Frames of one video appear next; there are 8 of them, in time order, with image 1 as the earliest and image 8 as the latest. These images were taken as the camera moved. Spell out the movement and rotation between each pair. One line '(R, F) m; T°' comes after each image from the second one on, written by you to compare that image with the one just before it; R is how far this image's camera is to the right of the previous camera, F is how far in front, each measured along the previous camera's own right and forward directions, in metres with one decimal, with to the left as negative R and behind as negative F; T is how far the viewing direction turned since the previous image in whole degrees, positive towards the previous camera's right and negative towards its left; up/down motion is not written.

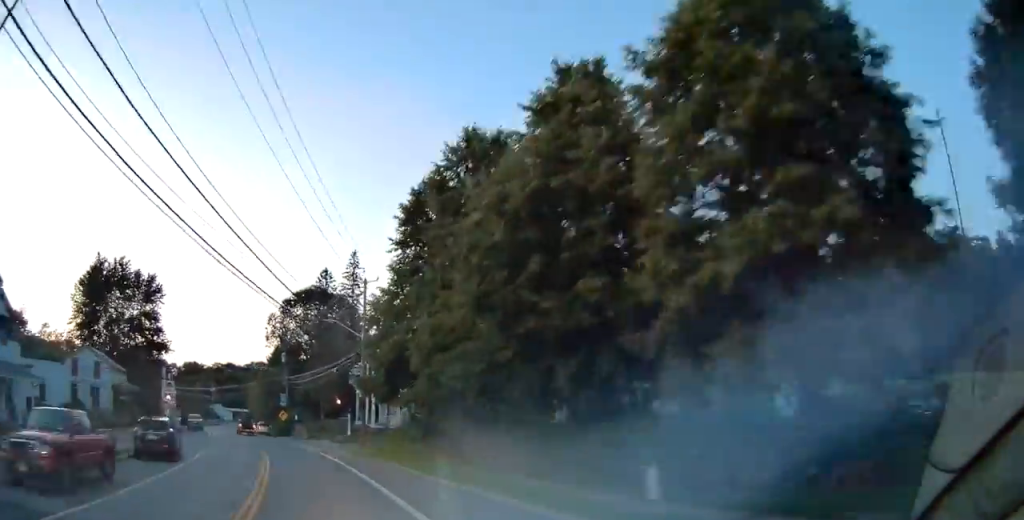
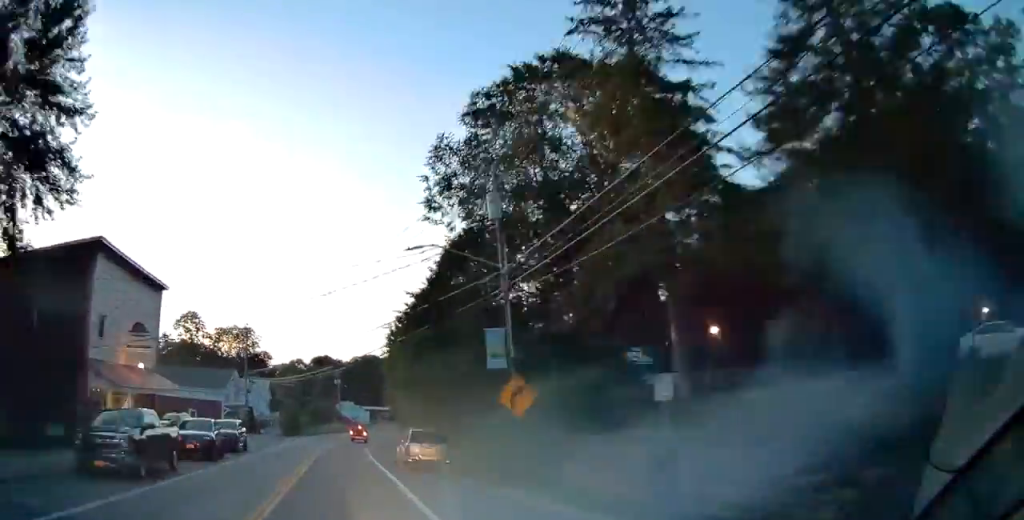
(-5.3, +54.9) m; -6°
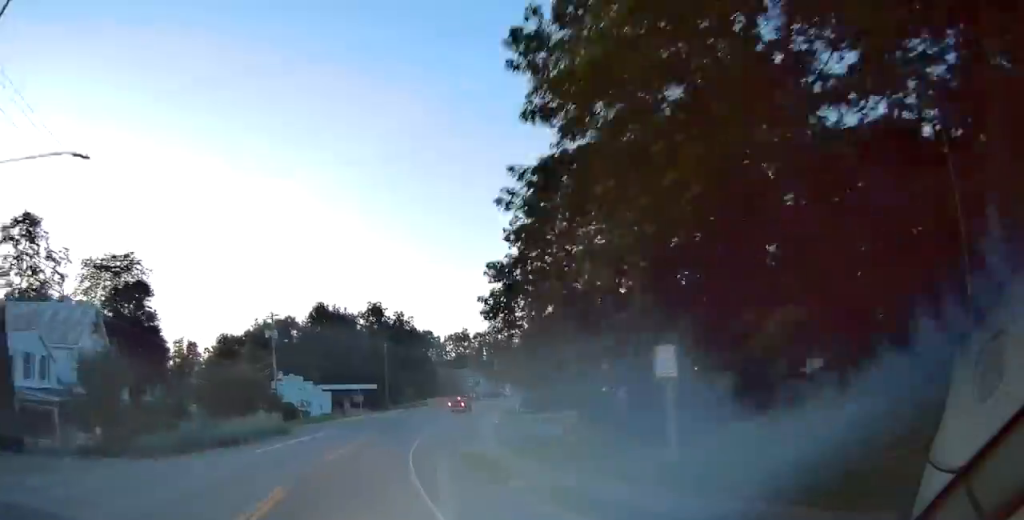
(-0.2, +58.4) m; +6°
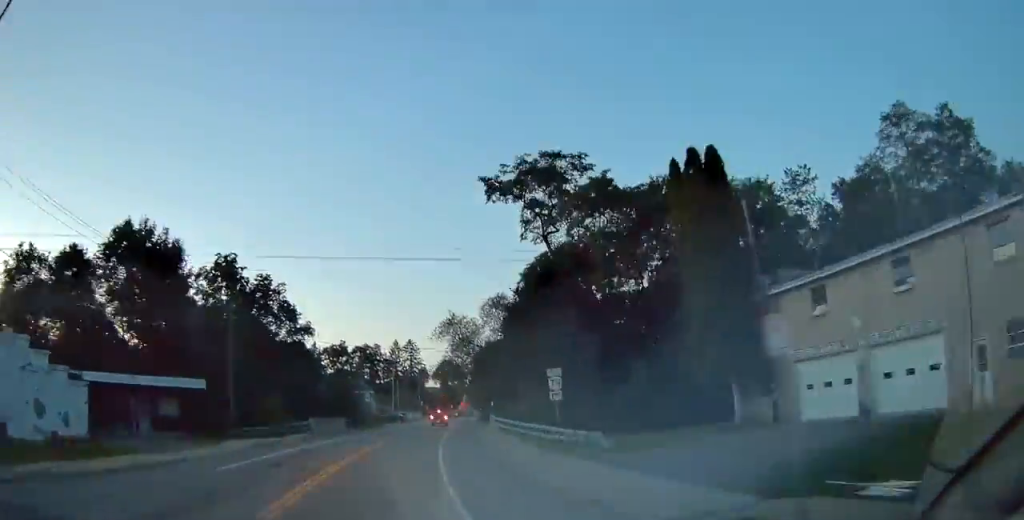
(+3.8, +41.1) m; +10°
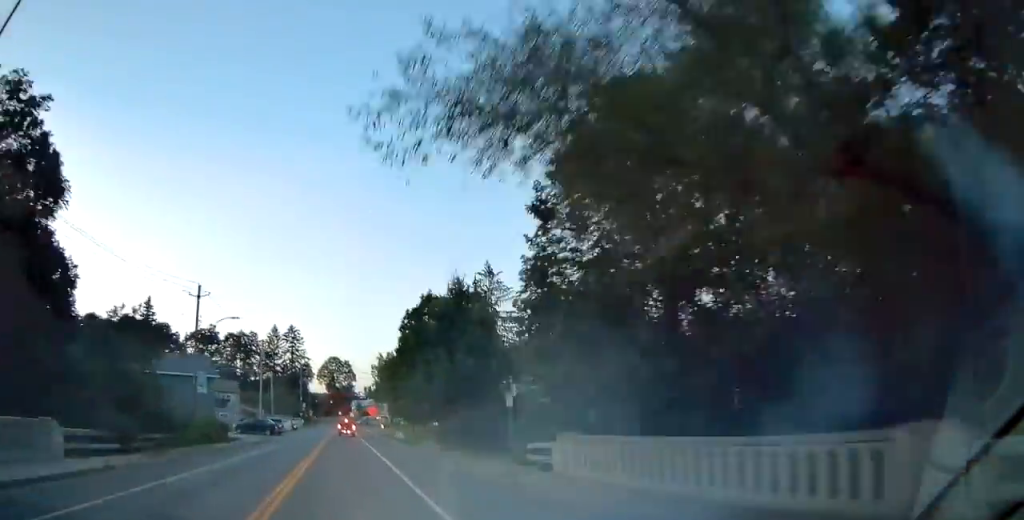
(+3.3, +37.9) m; +7°
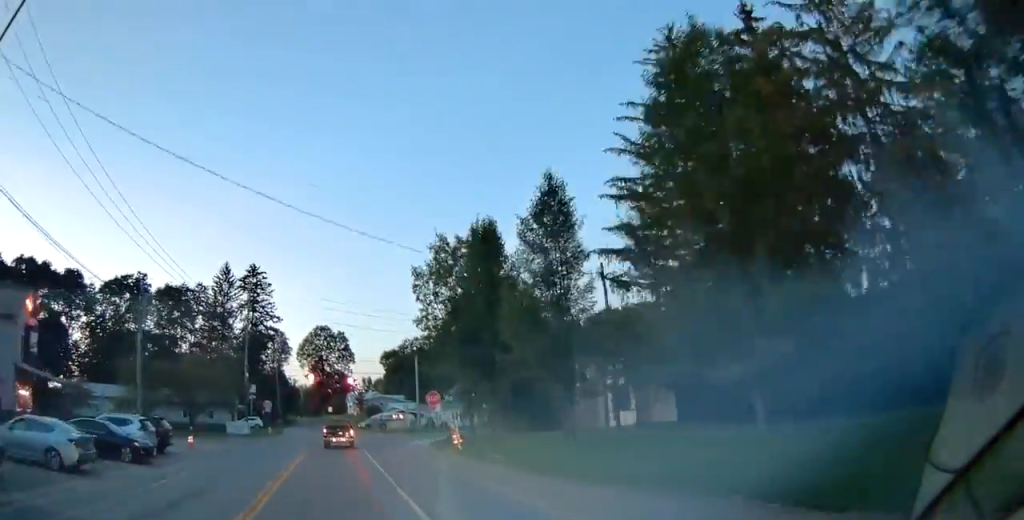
(+3.2, +59.6) m; +5°
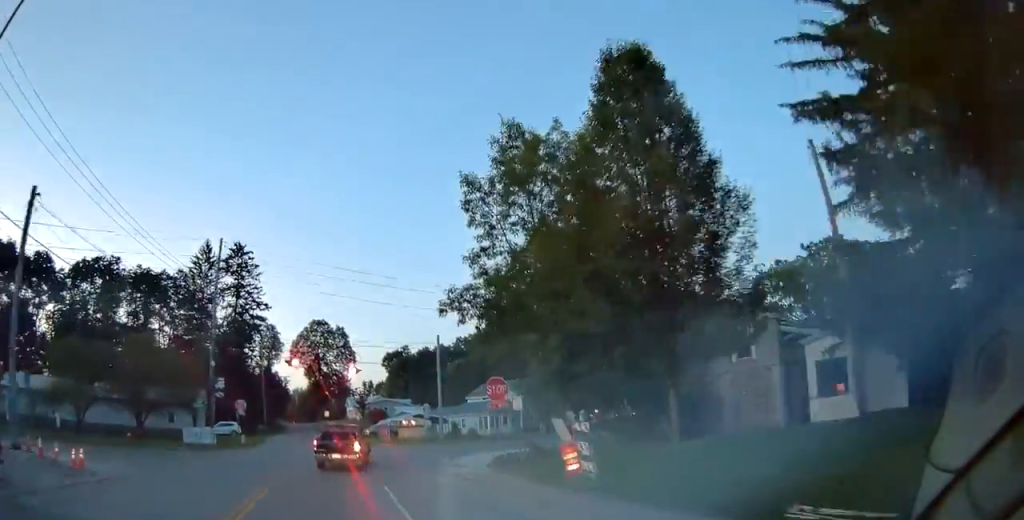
(+0.1, +16.3) m; +4°
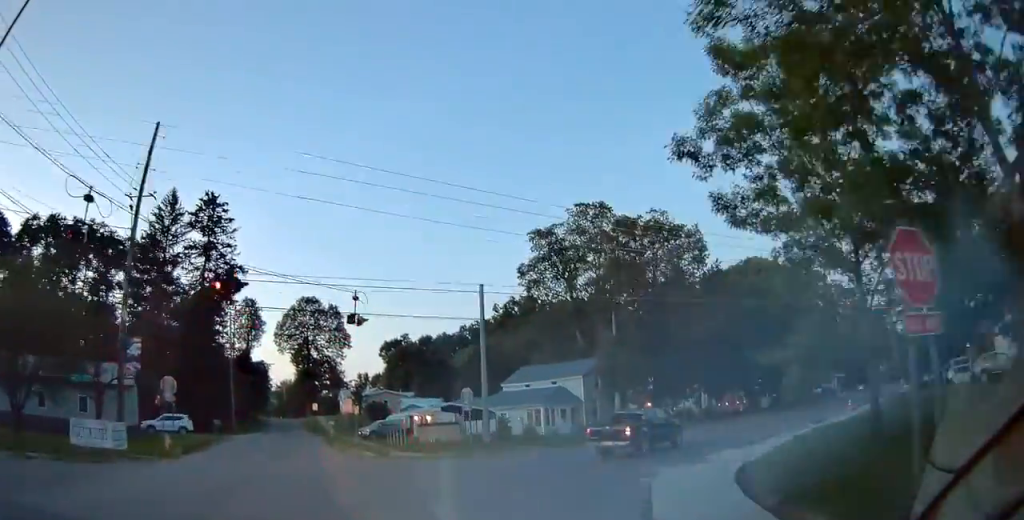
(+1.6, +24.3) m; +21°
